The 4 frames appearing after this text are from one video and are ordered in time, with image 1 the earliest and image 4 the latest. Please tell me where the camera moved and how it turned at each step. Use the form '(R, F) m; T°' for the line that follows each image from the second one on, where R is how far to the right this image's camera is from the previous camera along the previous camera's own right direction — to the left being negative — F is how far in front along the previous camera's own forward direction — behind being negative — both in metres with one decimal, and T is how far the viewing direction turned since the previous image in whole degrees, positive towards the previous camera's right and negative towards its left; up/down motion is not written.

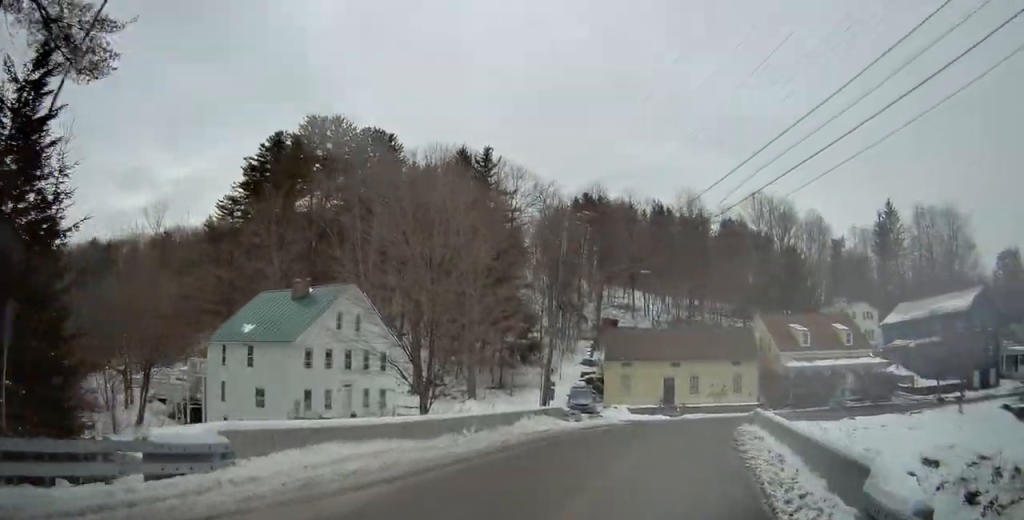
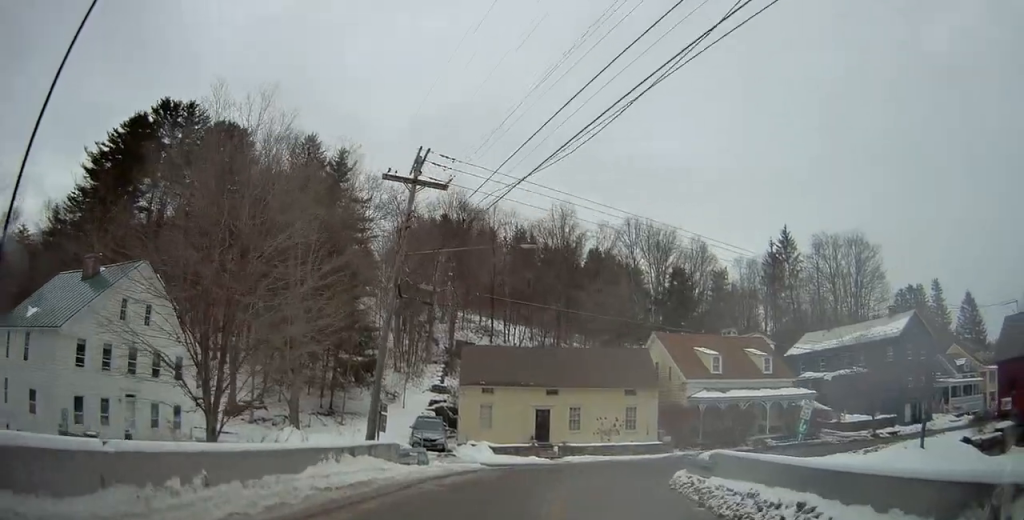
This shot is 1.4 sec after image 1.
(+1.5, +9.5) m; +21°
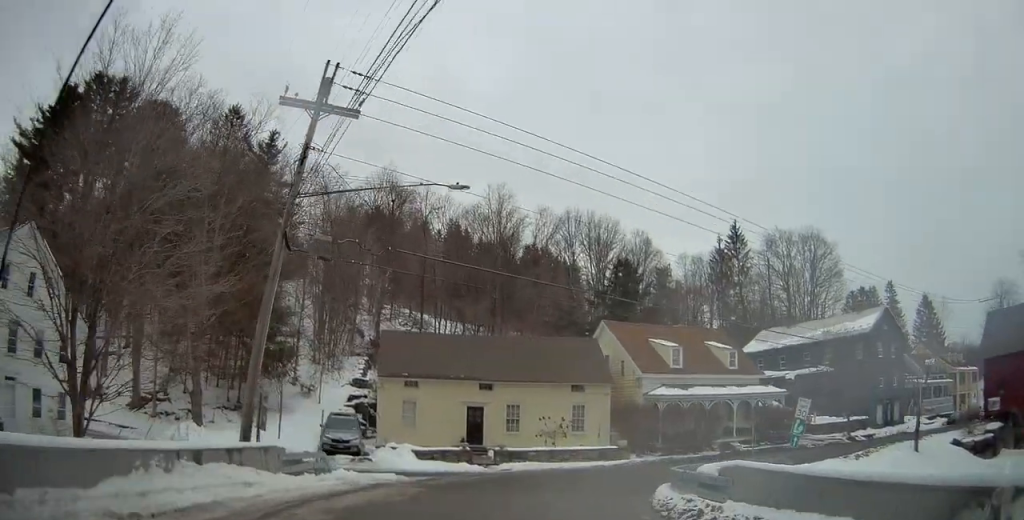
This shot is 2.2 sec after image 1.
(+0.7, +5.1) m; +8°
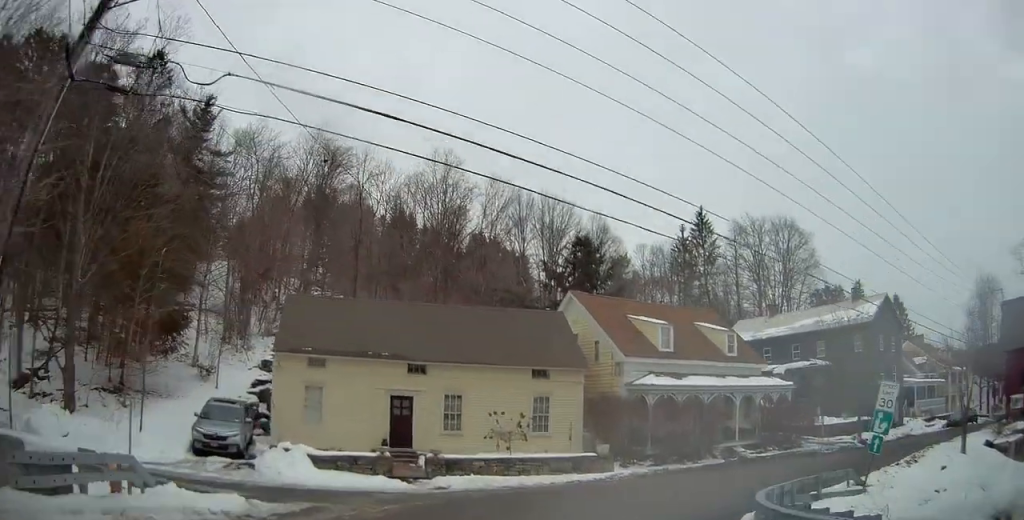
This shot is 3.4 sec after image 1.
(+0.4, +8.4) m; +8°
